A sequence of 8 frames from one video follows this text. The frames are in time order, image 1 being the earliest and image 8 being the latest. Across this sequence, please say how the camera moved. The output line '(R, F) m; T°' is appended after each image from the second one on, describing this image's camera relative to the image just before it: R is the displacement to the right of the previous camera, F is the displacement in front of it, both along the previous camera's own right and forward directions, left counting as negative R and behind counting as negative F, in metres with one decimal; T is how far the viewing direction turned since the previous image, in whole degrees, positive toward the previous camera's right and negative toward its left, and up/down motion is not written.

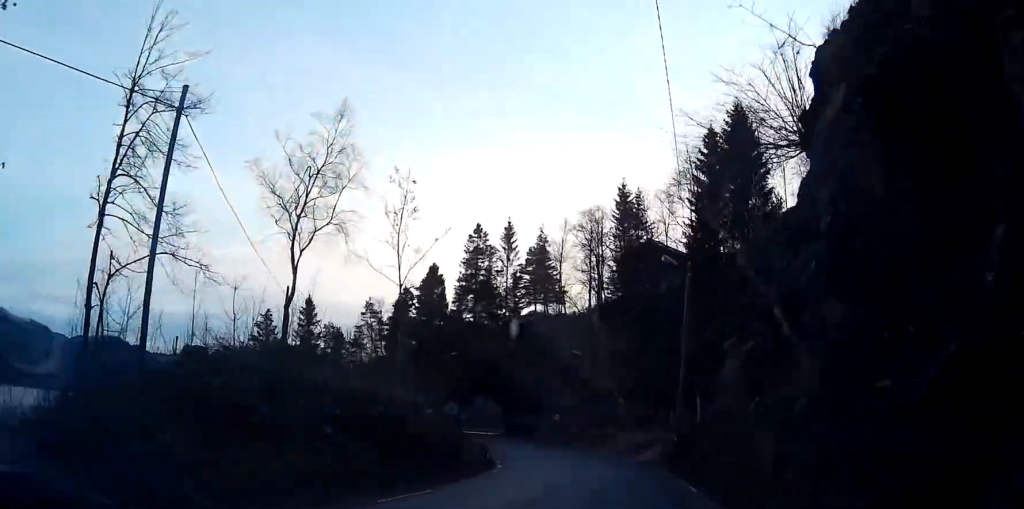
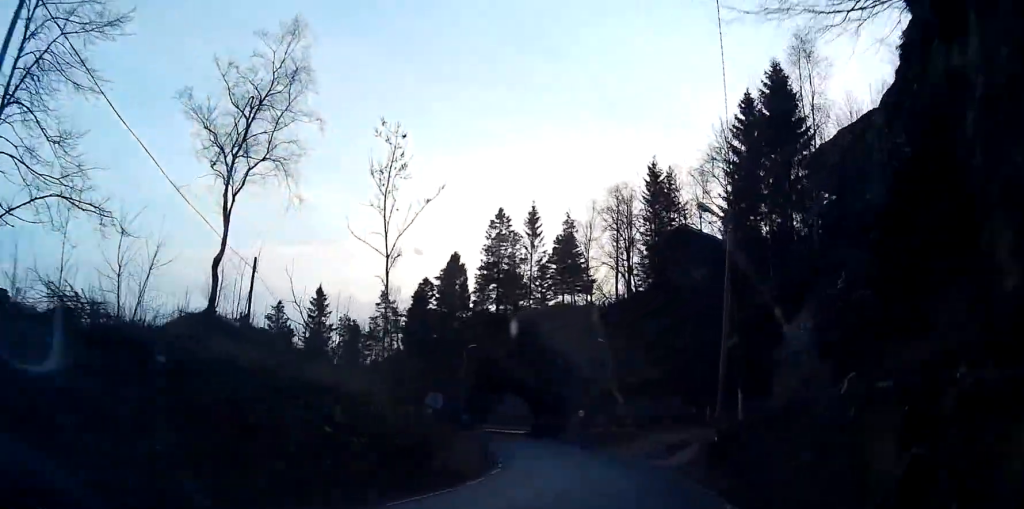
(-0.4, +6.8) m; -3°
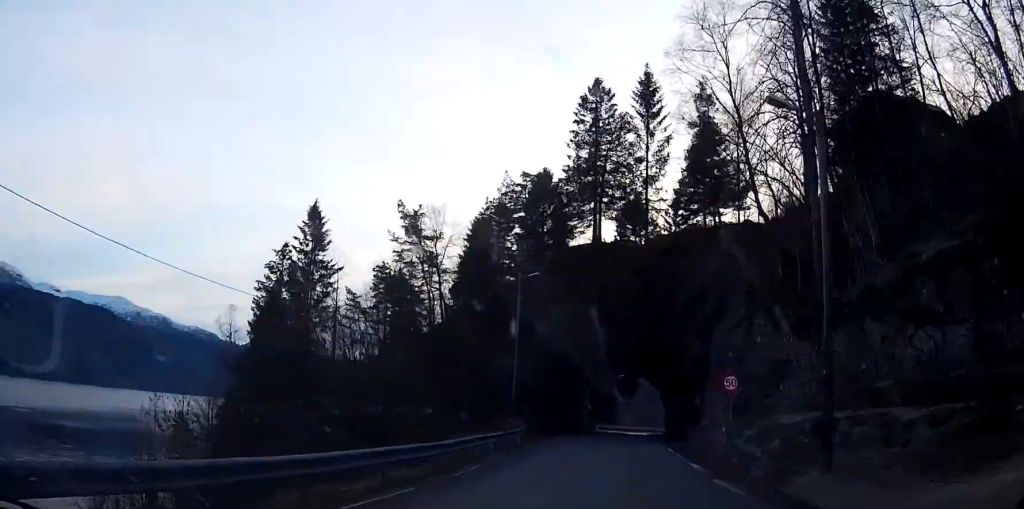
(-3.4, +38.6) m; -8°
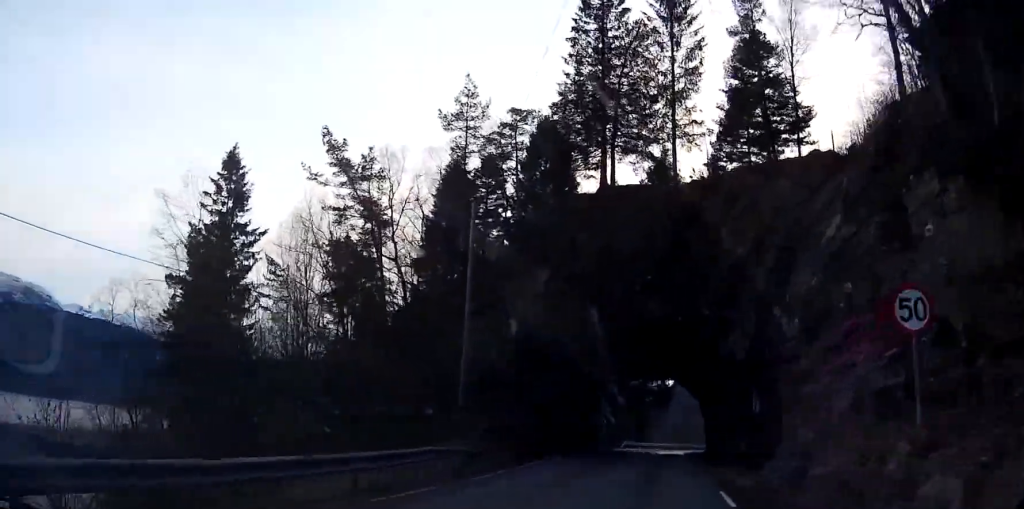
(-0.7, +17.5) m; -4°
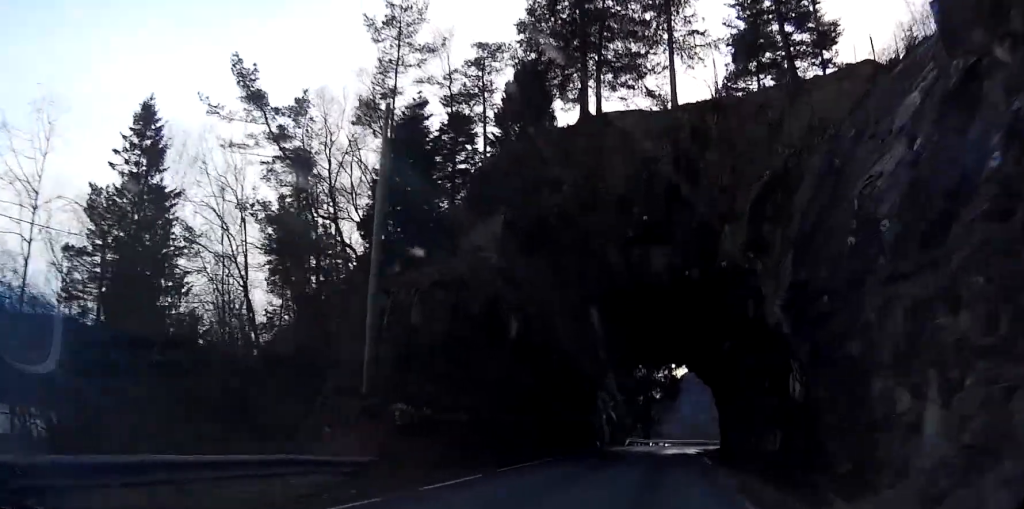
(-0.3, +9.3) m; -1°
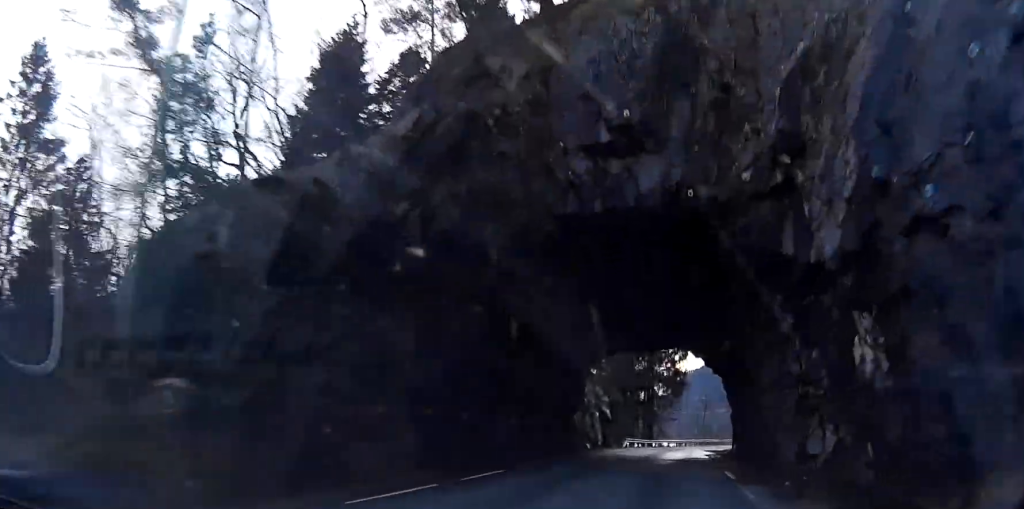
(-0.1, +9.3) m; 0°
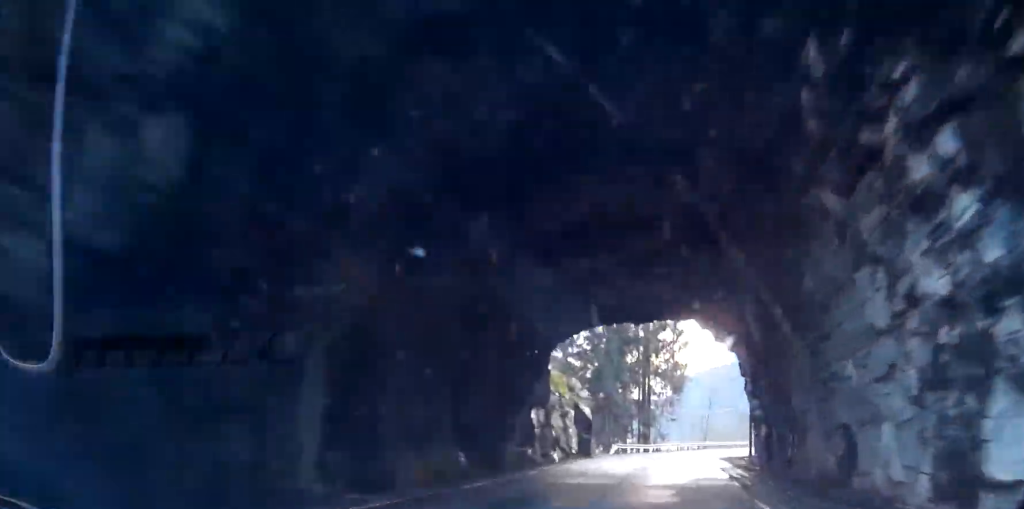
(0.0, +13.5) m; +2°
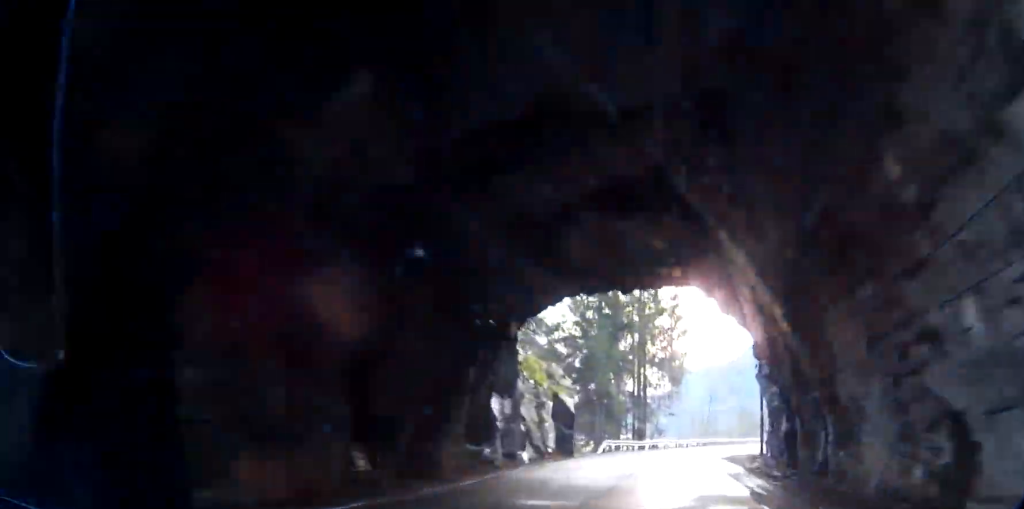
(+0.3, +6.9) m; +1°
